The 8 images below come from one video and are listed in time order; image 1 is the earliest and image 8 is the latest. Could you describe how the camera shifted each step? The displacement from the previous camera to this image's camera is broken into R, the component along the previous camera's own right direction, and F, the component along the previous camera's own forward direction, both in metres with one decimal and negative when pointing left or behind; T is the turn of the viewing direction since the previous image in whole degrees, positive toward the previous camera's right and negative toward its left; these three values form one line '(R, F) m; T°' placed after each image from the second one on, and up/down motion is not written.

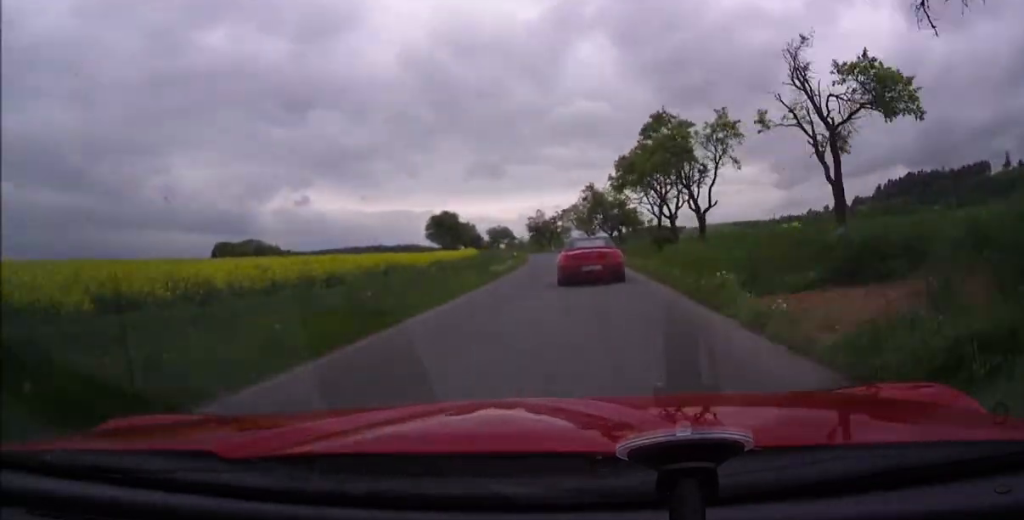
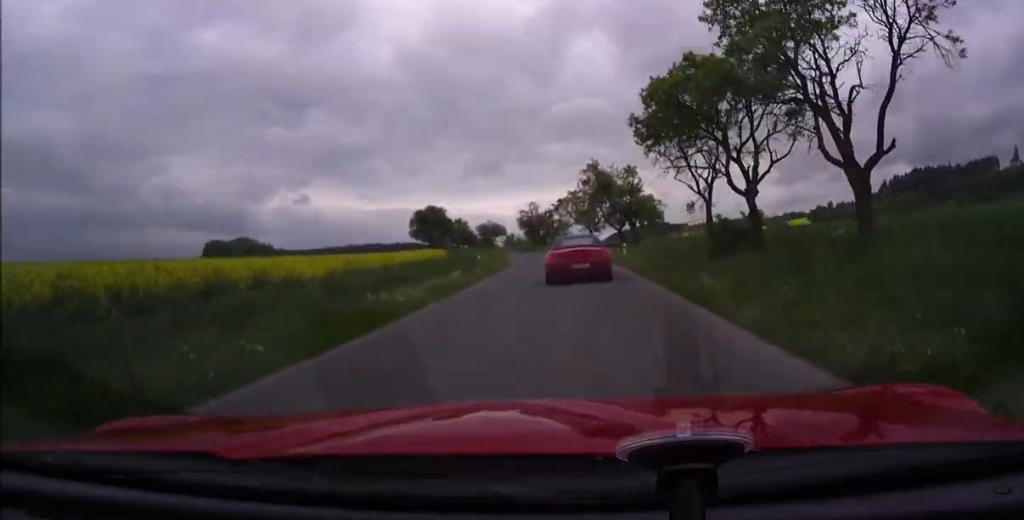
(0.0, +14.8) m; 0°
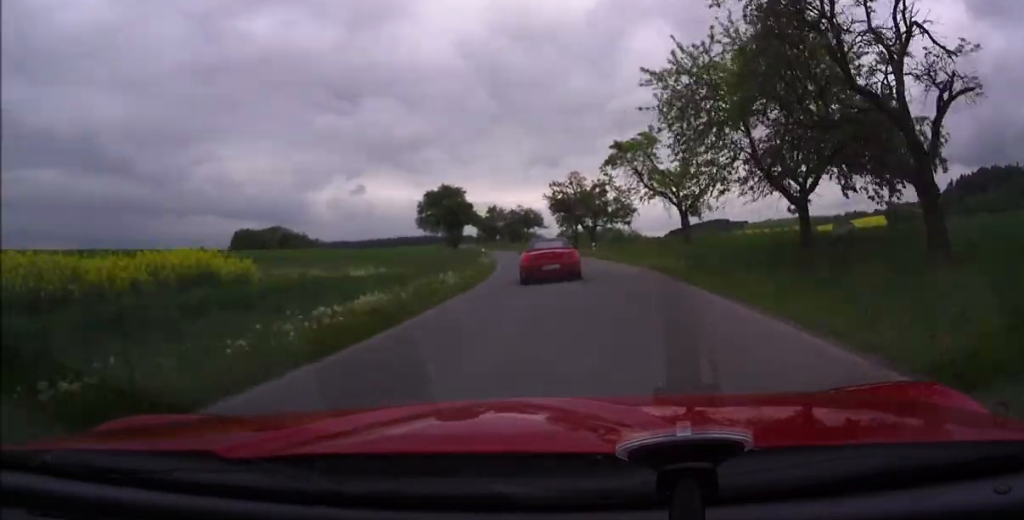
(0.0, +35.3) m; -3°
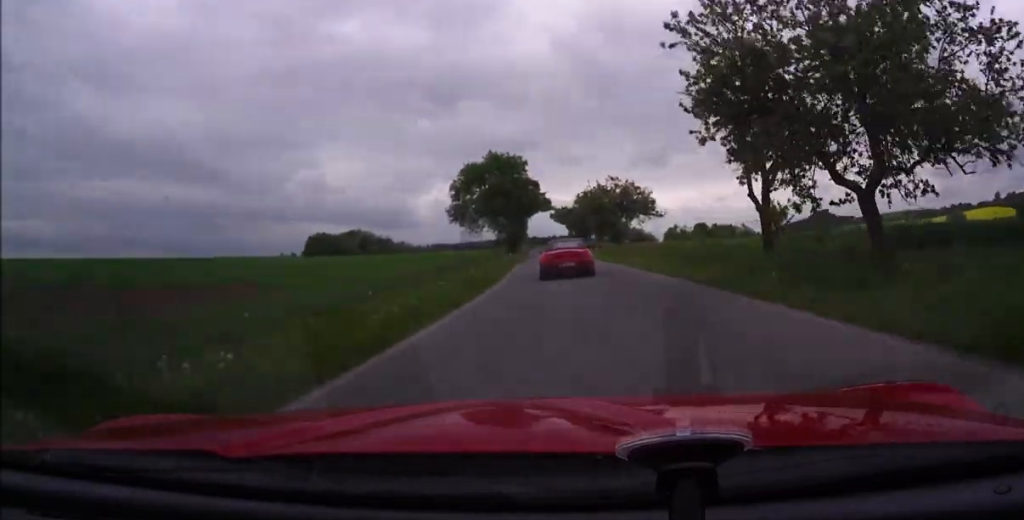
(-2.8, +36.9) m; -9°
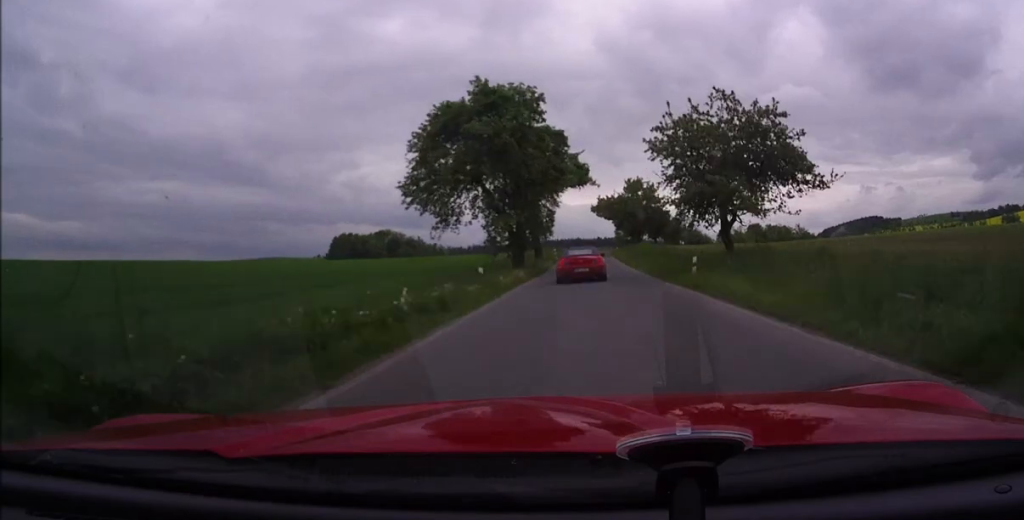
(-1.0, +24.5) m; -3°
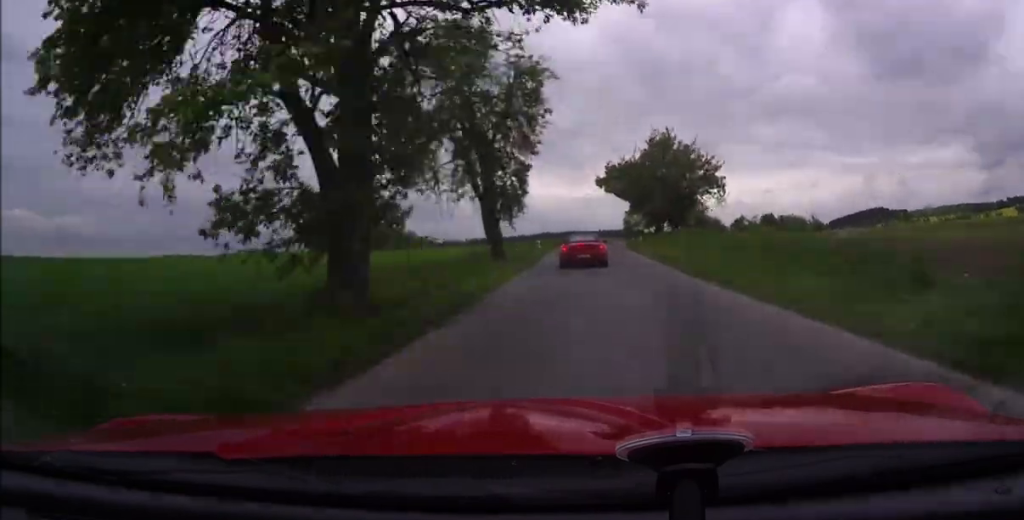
(-0.3, +22.7) m; -2°
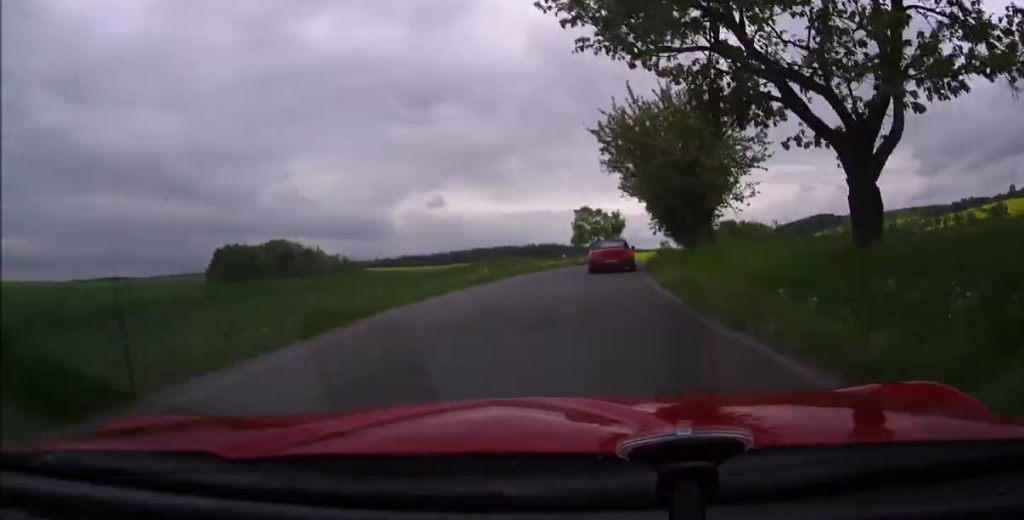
(-1.1, +52.8) m; -2°
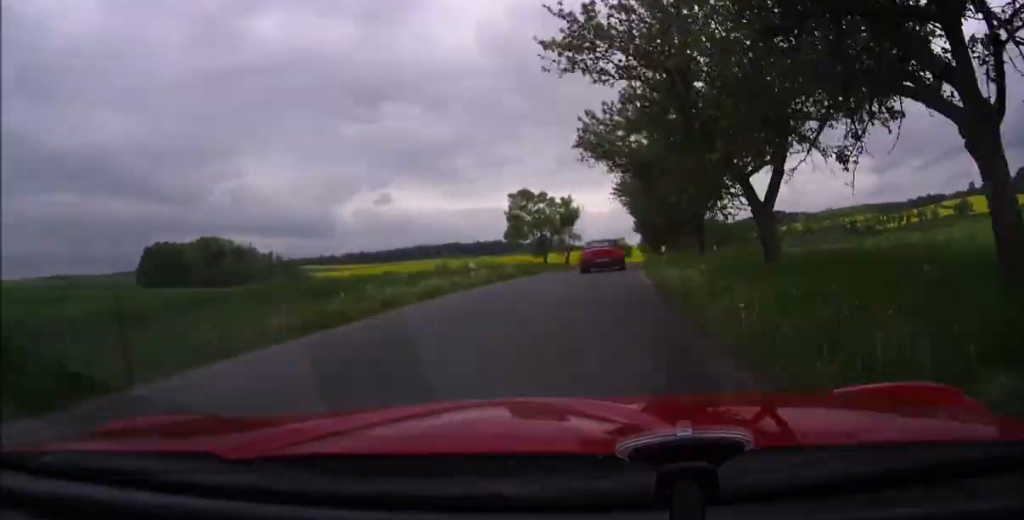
(0.0, +26.3) m; 0°
